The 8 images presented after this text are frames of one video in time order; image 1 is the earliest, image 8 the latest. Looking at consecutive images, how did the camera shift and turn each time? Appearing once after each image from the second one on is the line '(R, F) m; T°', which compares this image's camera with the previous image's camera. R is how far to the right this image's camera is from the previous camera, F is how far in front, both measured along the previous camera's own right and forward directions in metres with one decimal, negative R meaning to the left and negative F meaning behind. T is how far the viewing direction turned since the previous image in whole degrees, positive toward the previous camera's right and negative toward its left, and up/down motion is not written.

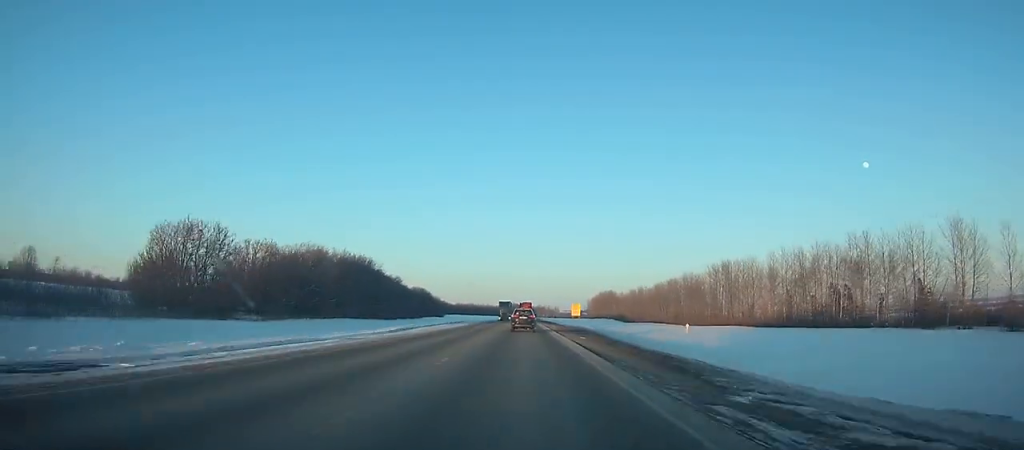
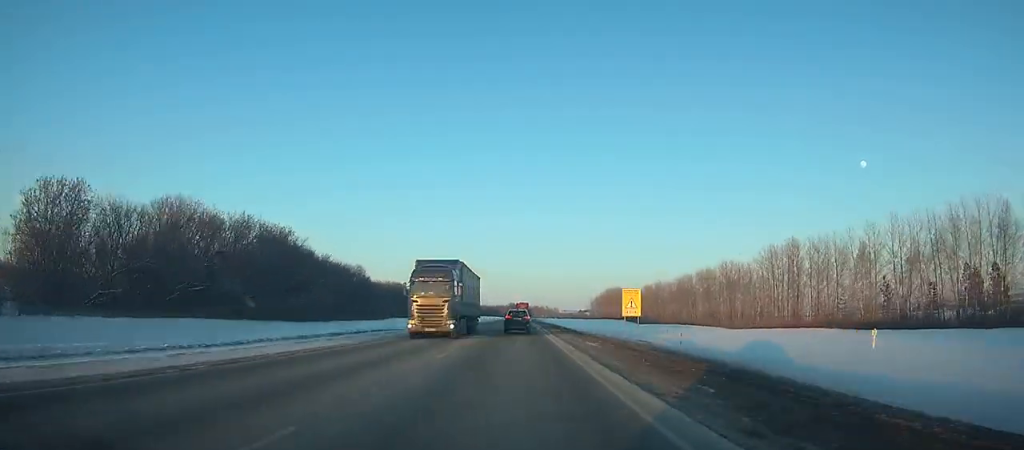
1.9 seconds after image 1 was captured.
(-0.1, +46.4) m; 0°
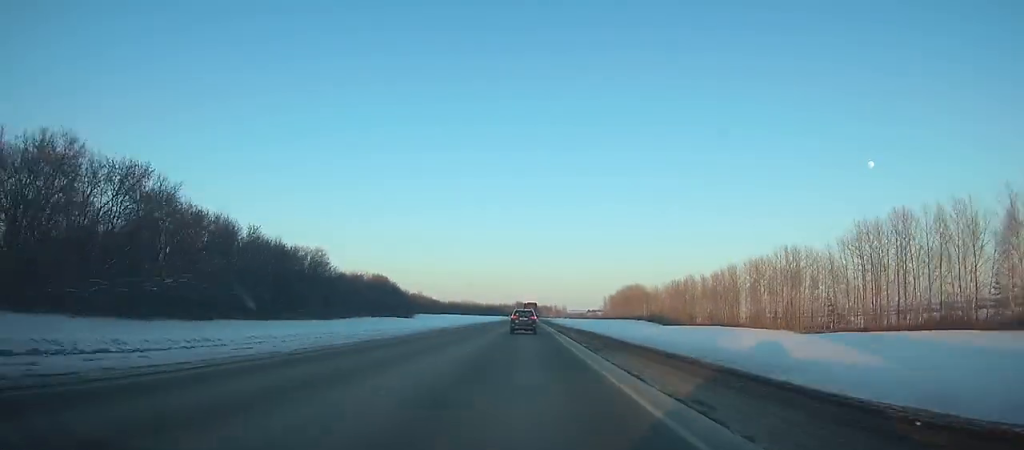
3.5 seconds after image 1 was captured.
(-0.1, +39.0) m; 0°
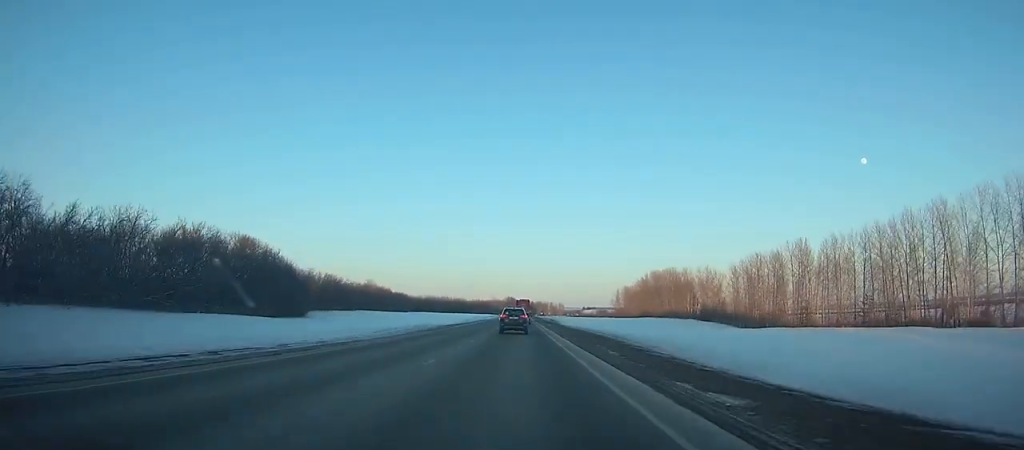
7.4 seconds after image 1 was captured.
(+0.7, +94.8) m; 0°
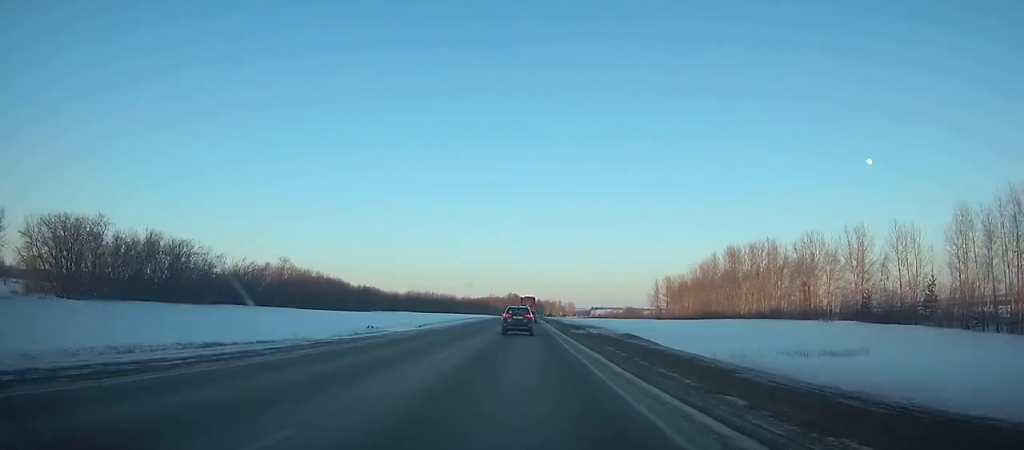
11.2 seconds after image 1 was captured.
(-0.6, +91.4) m; -1°
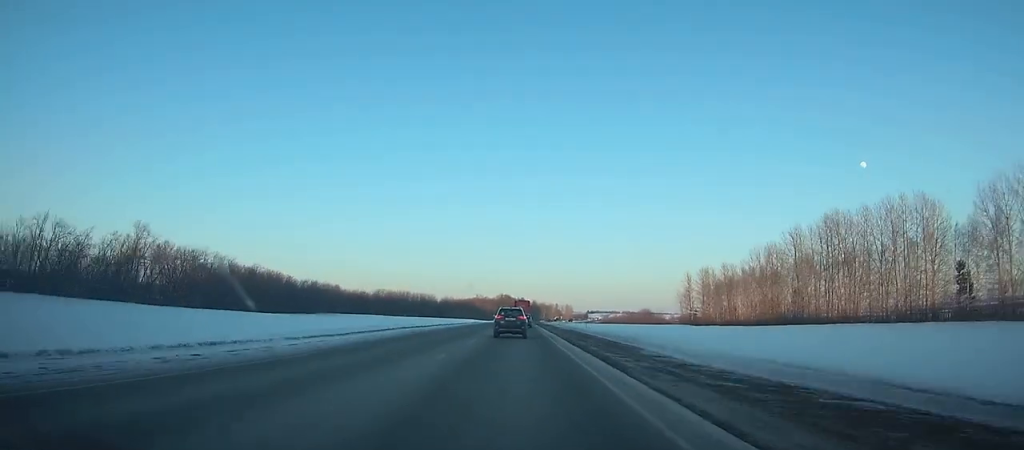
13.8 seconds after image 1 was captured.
(-0.1, +61.4) m; 0°
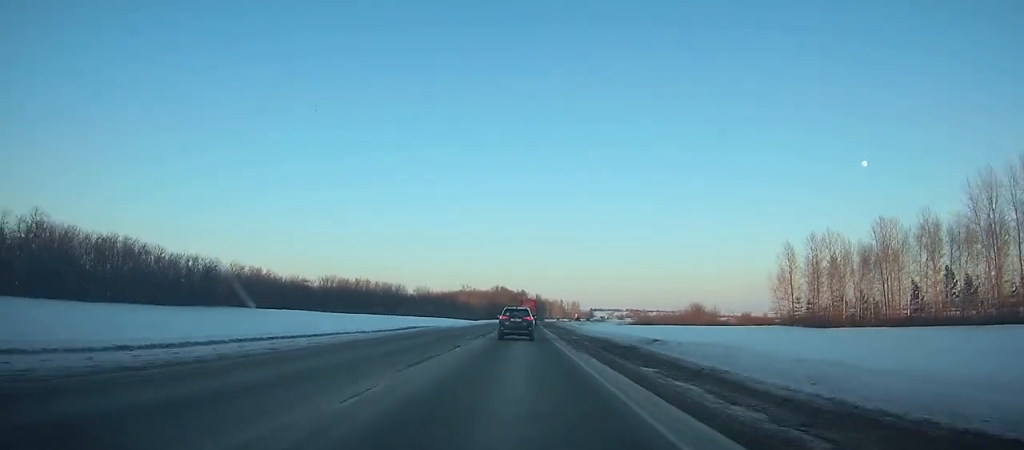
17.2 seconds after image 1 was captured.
(+0.1, +78.0) m; 0°
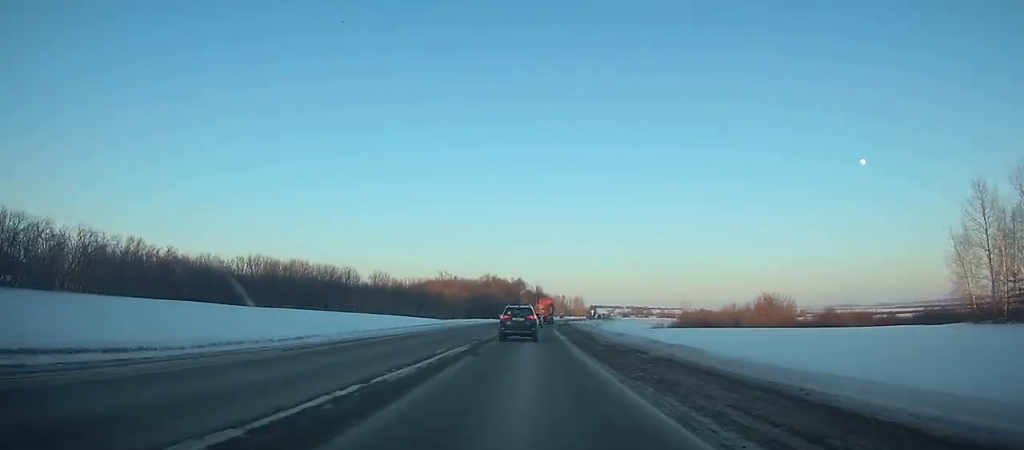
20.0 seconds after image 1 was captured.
(+0.1, +61.9) m; +1°
